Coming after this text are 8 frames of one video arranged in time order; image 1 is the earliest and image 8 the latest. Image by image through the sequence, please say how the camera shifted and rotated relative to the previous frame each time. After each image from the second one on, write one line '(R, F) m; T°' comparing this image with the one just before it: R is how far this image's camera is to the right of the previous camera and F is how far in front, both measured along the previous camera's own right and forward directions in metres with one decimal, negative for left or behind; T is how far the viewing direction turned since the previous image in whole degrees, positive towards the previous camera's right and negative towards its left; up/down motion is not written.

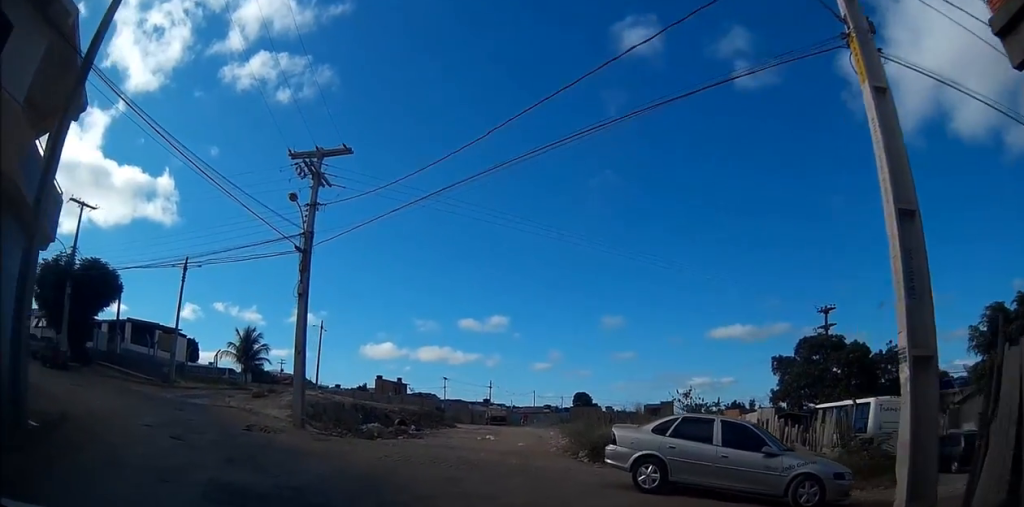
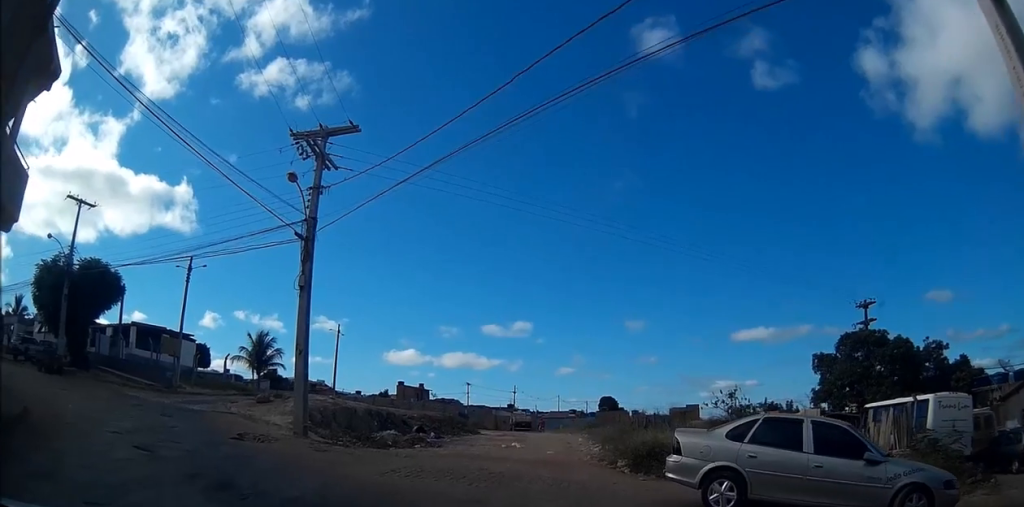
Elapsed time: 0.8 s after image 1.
(0.0, +2.7) m; -2°
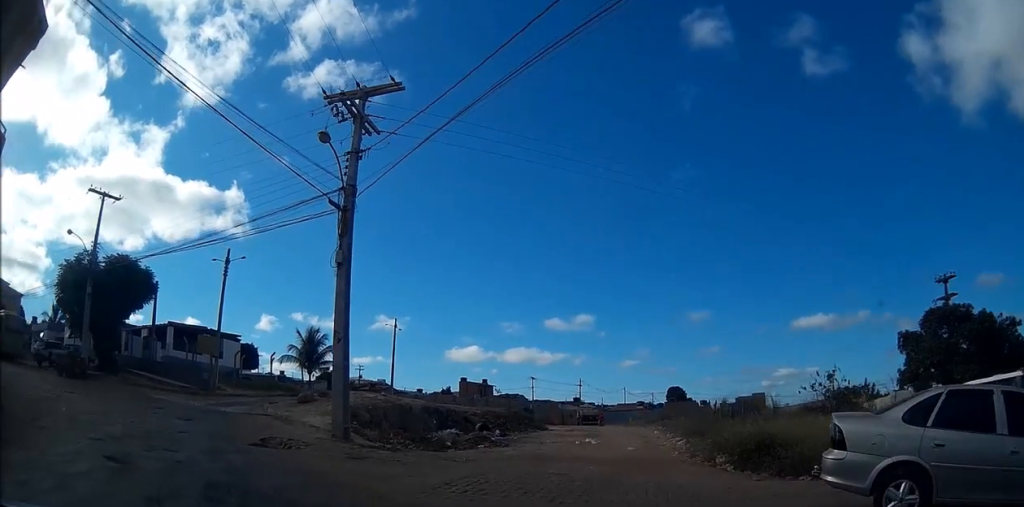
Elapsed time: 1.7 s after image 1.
(0.0, +2.6) m; -7°
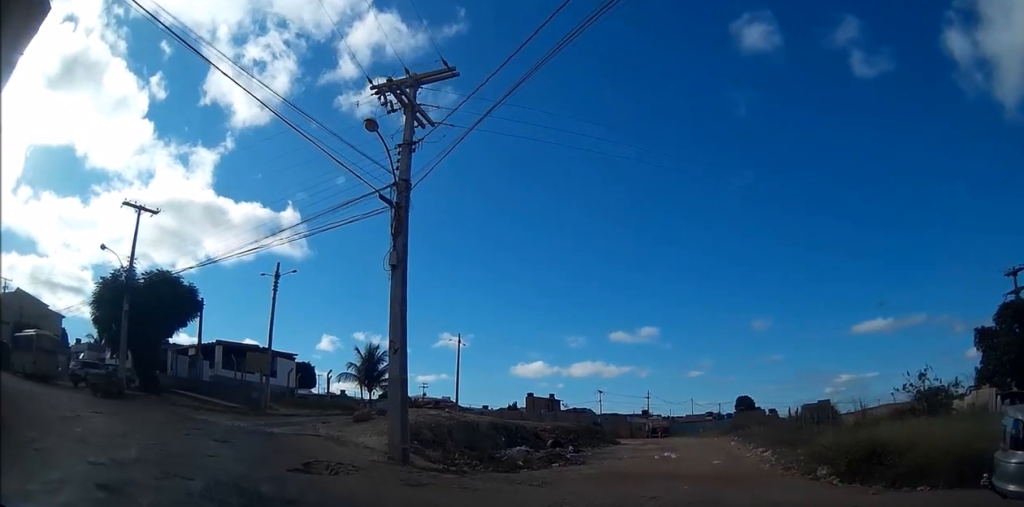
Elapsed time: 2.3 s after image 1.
(-0.2, +1.6) m; -5°
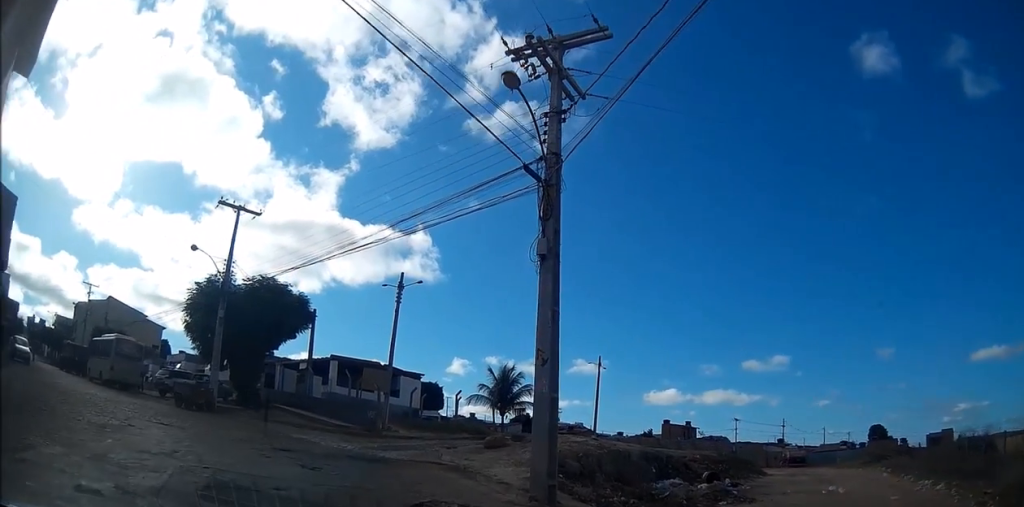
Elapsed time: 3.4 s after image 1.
(-0.2, +3.3) m; -12°
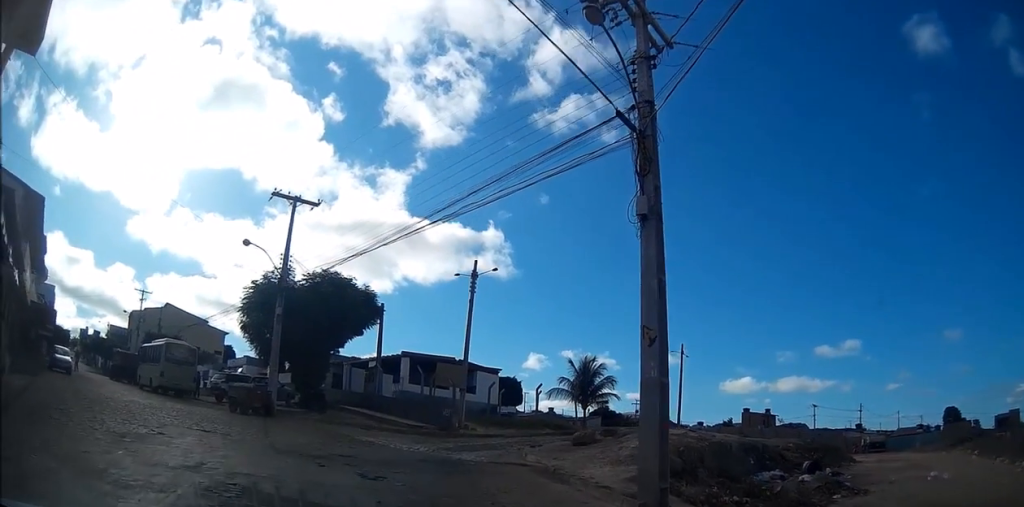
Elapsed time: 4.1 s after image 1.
(-0.2, +1.8) m; -9°
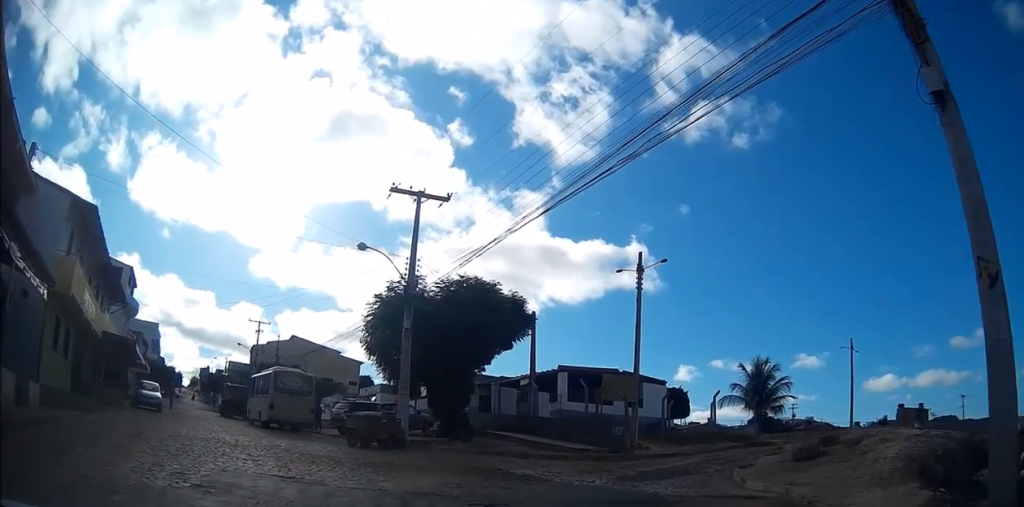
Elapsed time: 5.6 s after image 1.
(-0.5, +3.9) m; -12°
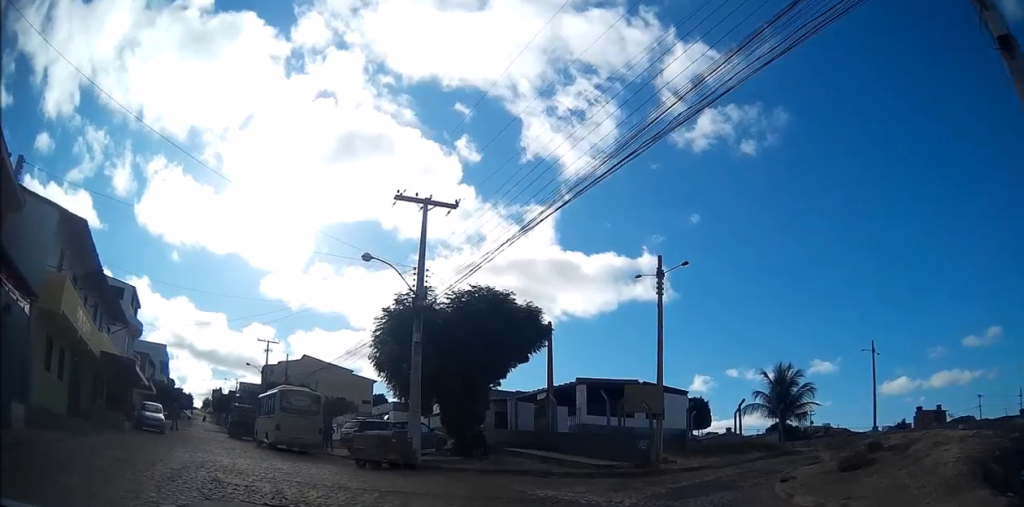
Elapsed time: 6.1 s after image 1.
(-0.1, +1.3) m; 0°
